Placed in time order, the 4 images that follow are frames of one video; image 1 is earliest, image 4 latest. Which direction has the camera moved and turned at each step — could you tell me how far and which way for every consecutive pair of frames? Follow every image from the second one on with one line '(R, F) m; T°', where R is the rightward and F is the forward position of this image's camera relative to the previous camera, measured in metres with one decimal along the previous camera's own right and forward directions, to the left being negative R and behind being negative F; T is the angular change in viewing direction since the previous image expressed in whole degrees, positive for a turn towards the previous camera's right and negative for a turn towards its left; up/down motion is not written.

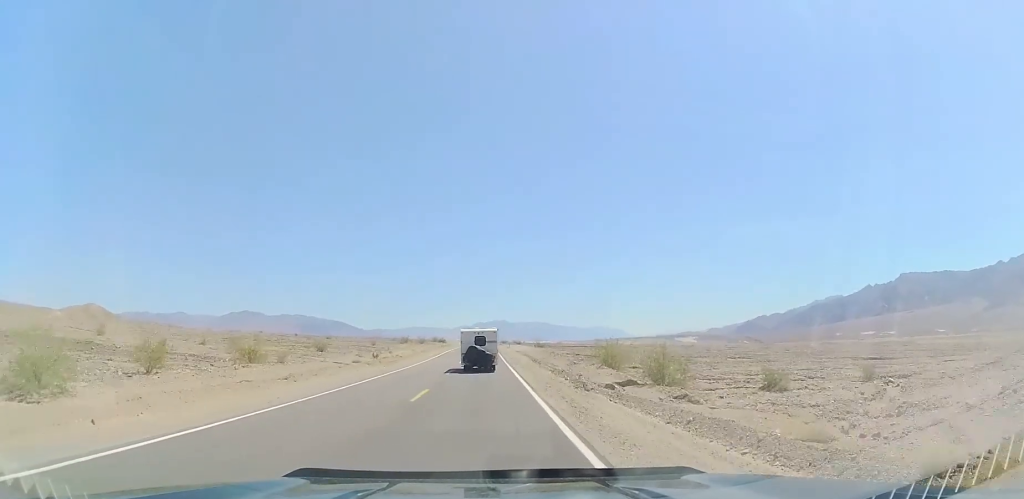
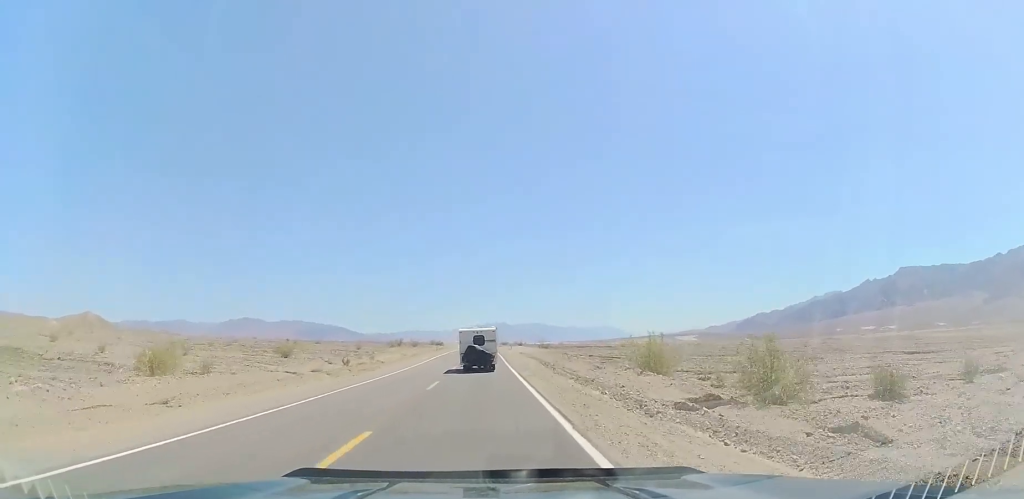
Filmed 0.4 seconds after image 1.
(0.0, +10.3) m; 0°
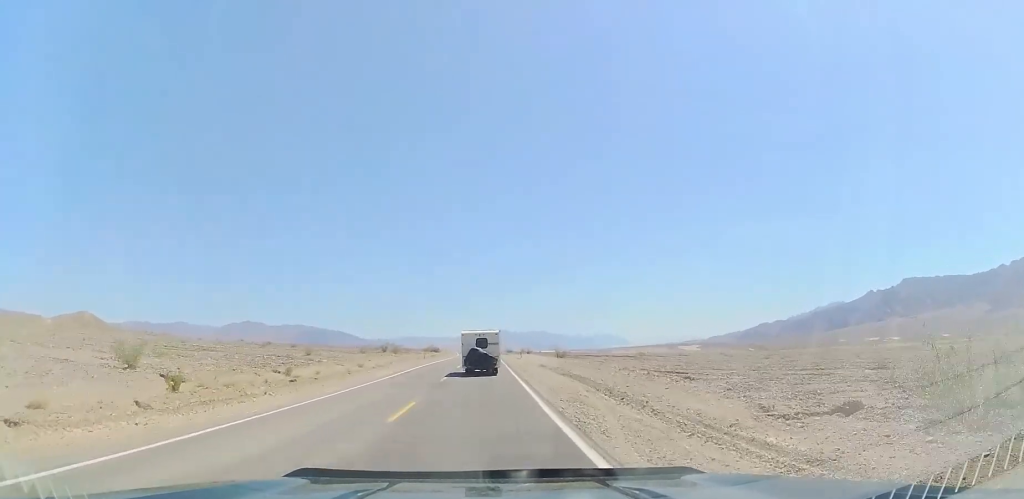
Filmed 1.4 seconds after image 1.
(0.0, +22.9) m; 0°
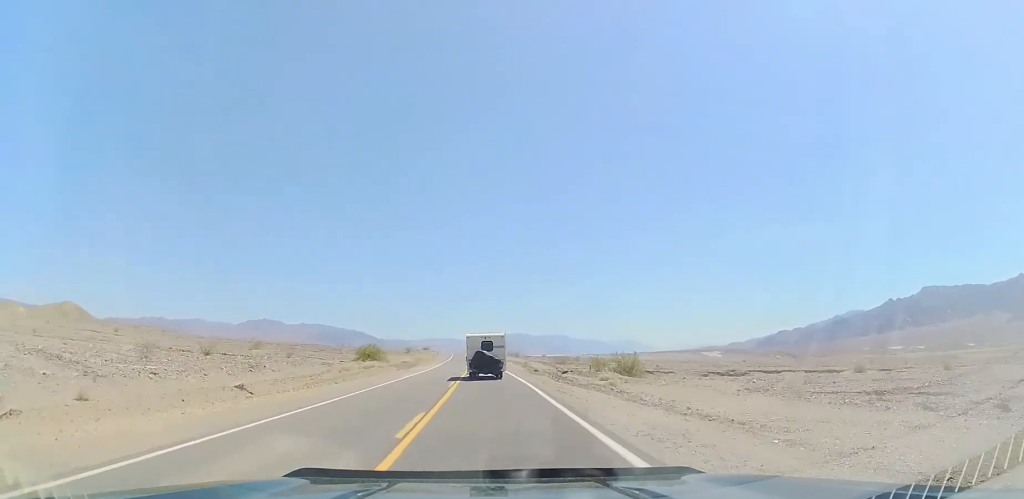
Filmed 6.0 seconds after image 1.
(-1.3, +106.0) m; -1°
